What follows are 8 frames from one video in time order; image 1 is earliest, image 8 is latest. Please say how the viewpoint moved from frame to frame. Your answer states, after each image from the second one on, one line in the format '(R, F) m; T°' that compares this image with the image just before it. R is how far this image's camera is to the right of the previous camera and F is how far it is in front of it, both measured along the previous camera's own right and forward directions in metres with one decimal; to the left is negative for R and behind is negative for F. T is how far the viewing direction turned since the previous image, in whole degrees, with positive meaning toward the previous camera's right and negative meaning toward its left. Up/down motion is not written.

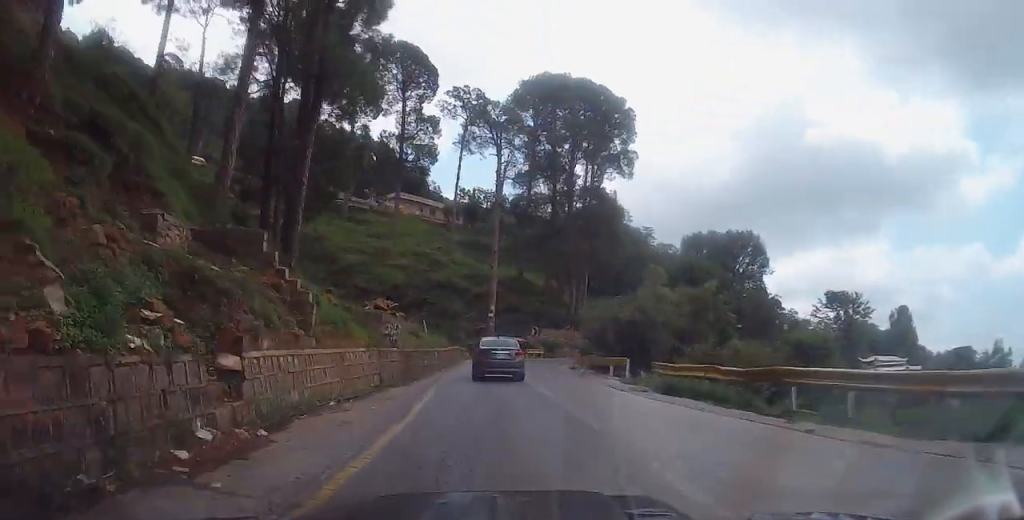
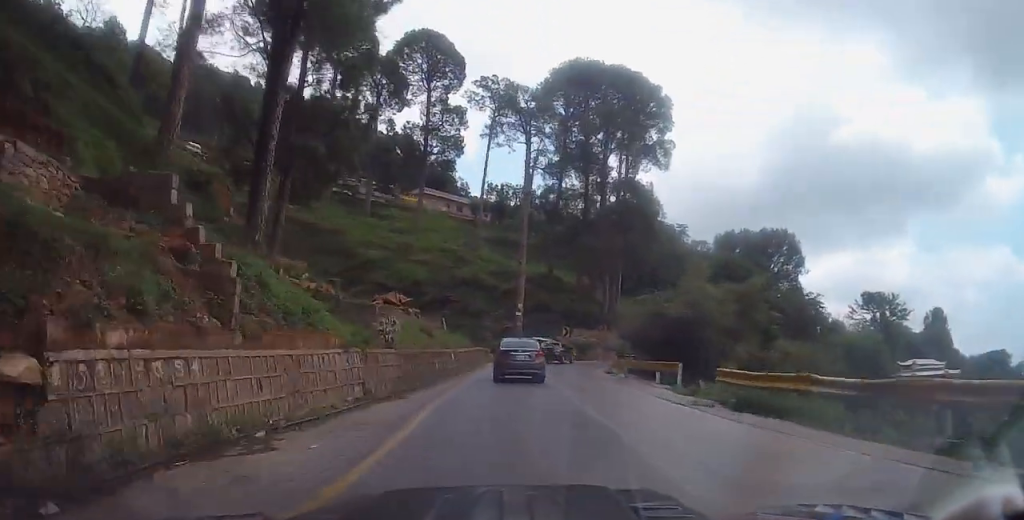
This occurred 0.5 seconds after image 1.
(-0.1, +4.4) m; -2°
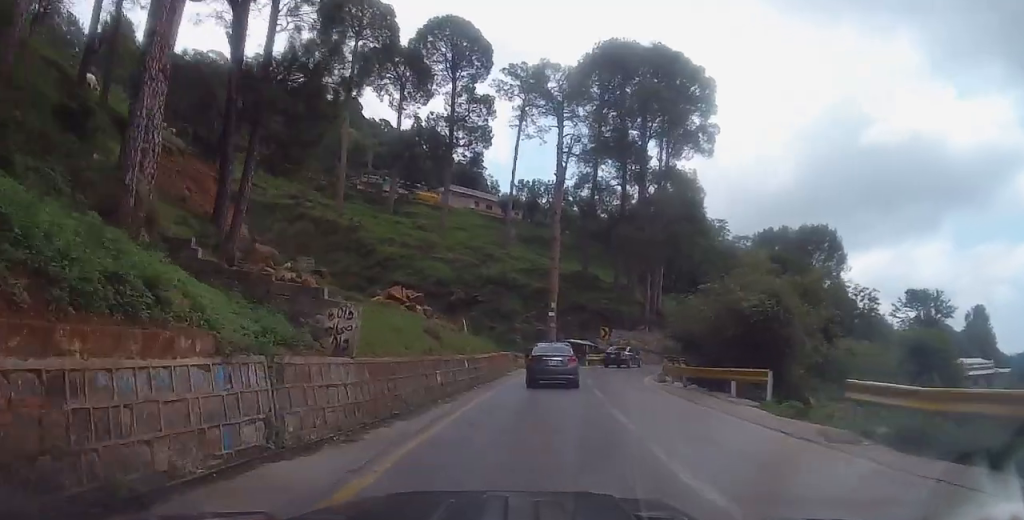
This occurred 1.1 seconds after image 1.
(0.0, +5.9) m; 0°
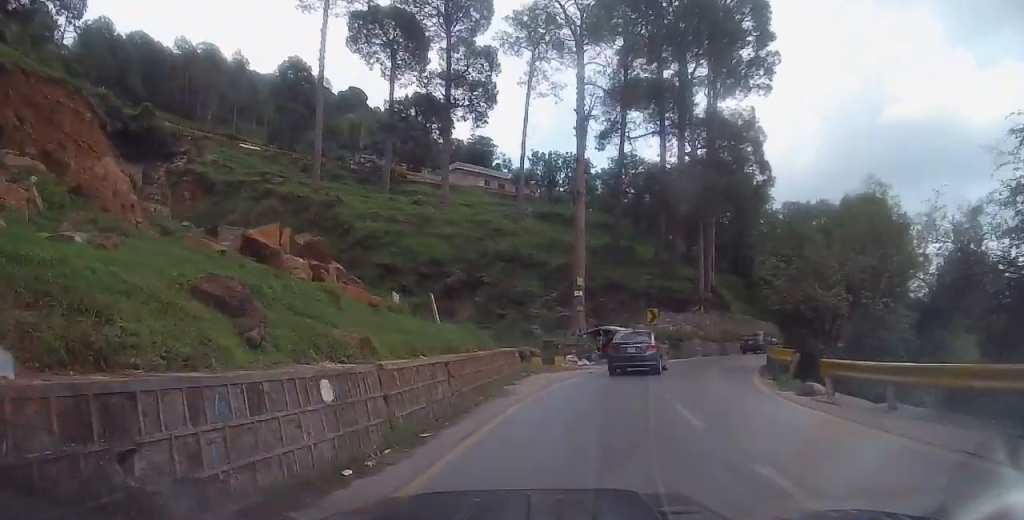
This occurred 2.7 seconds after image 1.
(-0.3, +14.5) m; -3°
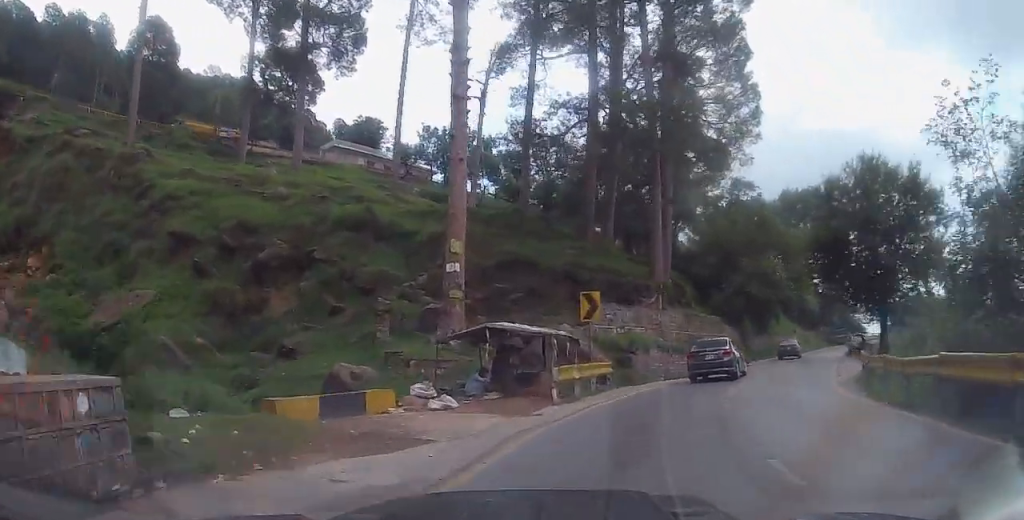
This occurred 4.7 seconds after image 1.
(+0.6, +18.1) m; +10°
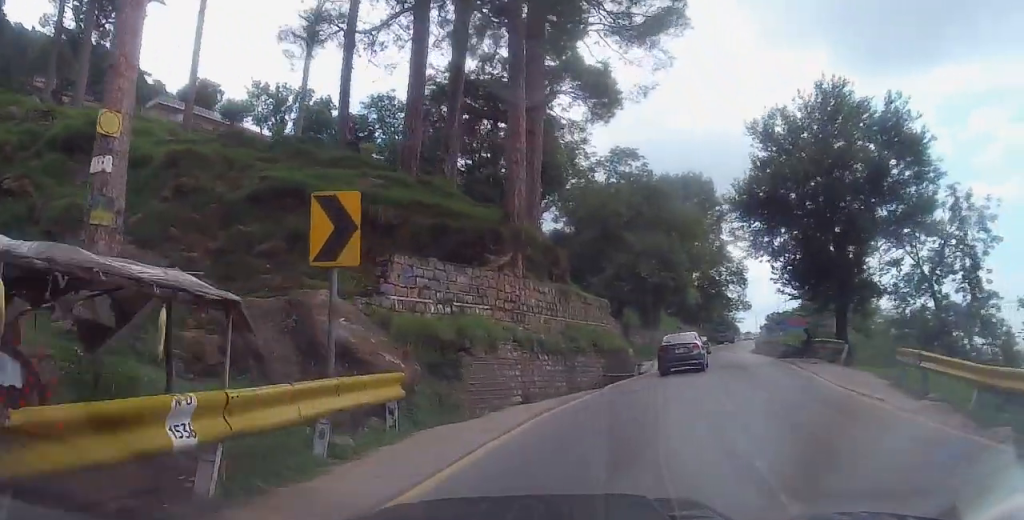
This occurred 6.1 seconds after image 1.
(+1.9, +12.1) m; +15°
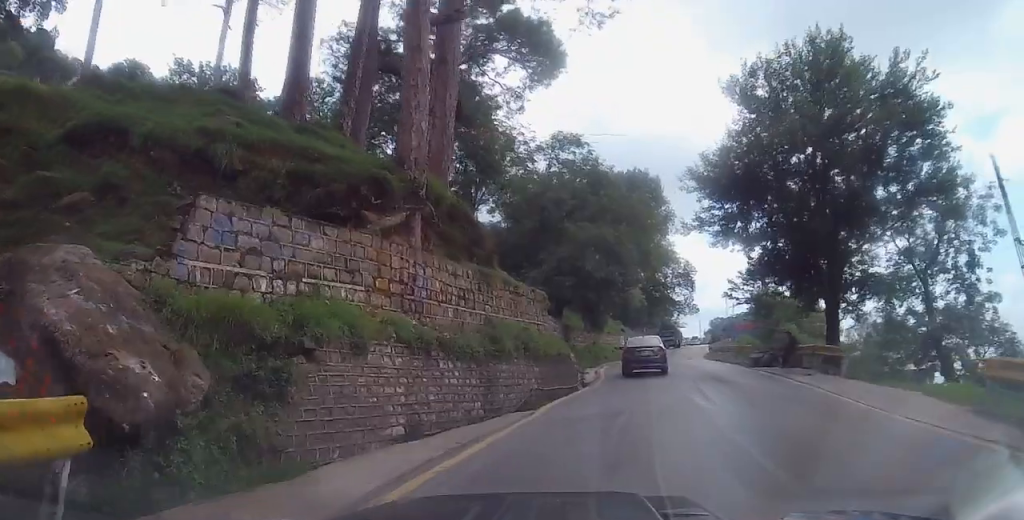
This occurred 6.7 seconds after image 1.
(+0.1, +5.4) m; +2°
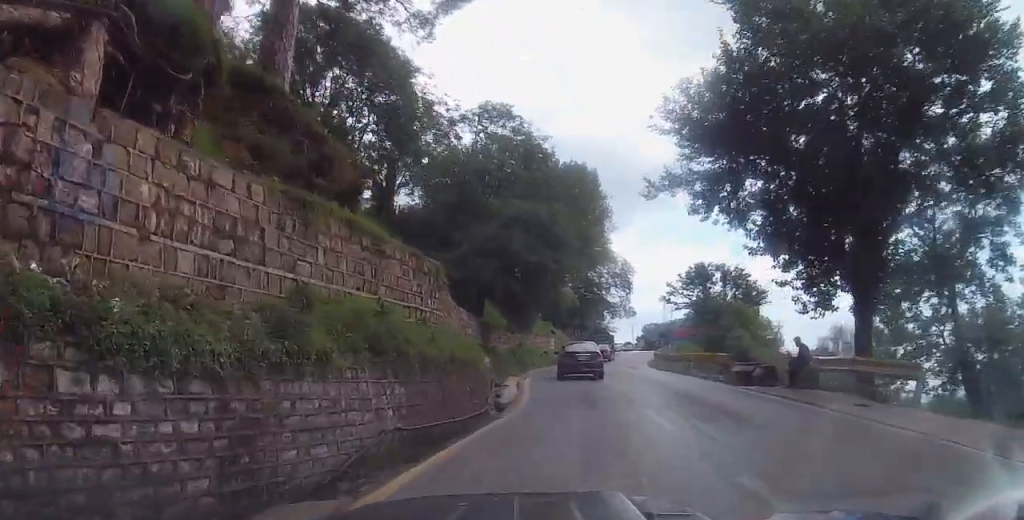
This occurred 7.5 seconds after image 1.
(-0.1, +7.5) m; 0°
